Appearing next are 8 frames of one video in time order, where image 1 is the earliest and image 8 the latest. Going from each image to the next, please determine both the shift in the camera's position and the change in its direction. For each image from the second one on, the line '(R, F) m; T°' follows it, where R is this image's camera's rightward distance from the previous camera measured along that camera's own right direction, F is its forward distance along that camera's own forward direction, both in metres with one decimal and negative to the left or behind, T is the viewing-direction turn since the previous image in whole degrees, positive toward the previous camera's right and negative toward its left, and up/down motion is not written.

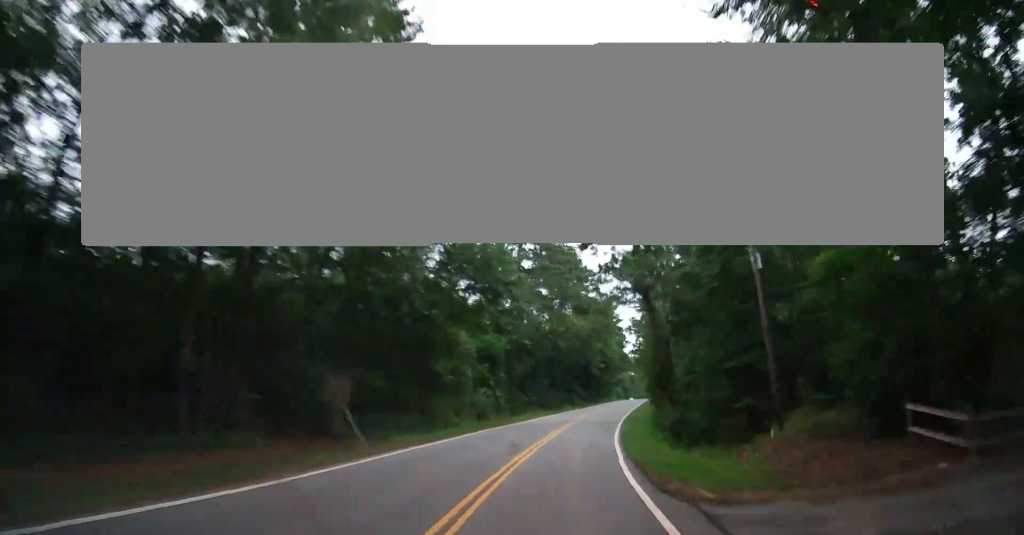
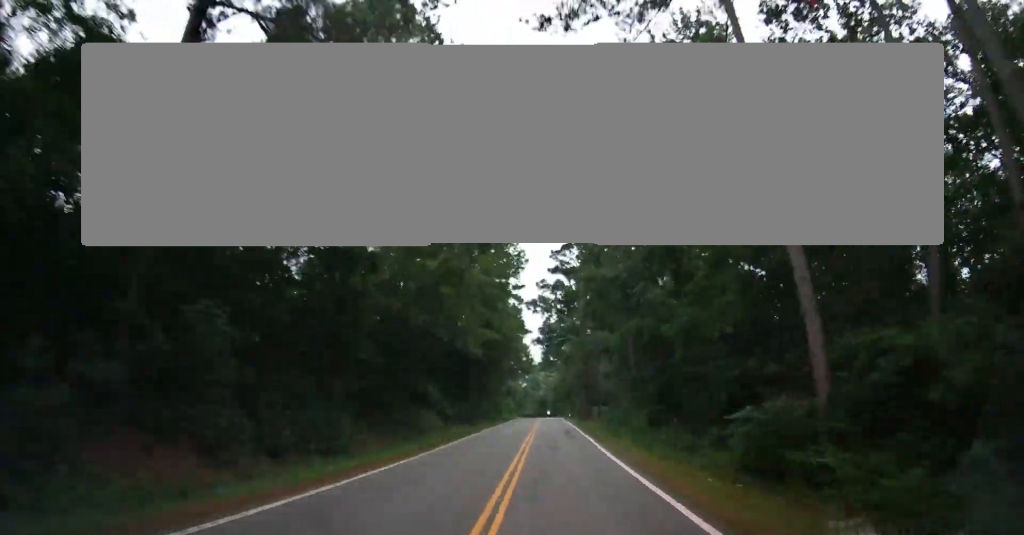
(+5.6, +50.9) m; +9°
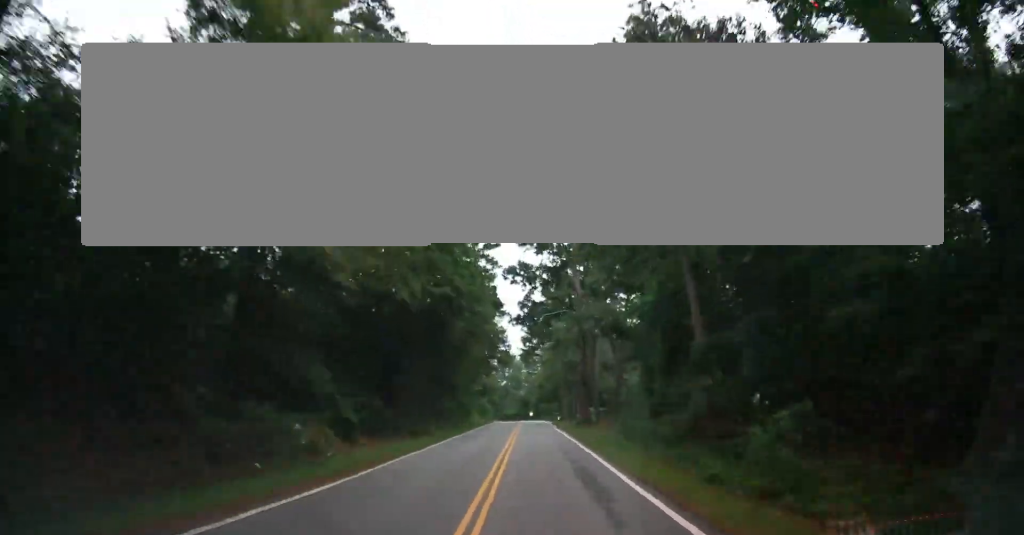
(0.0, +20.1) m; +1°
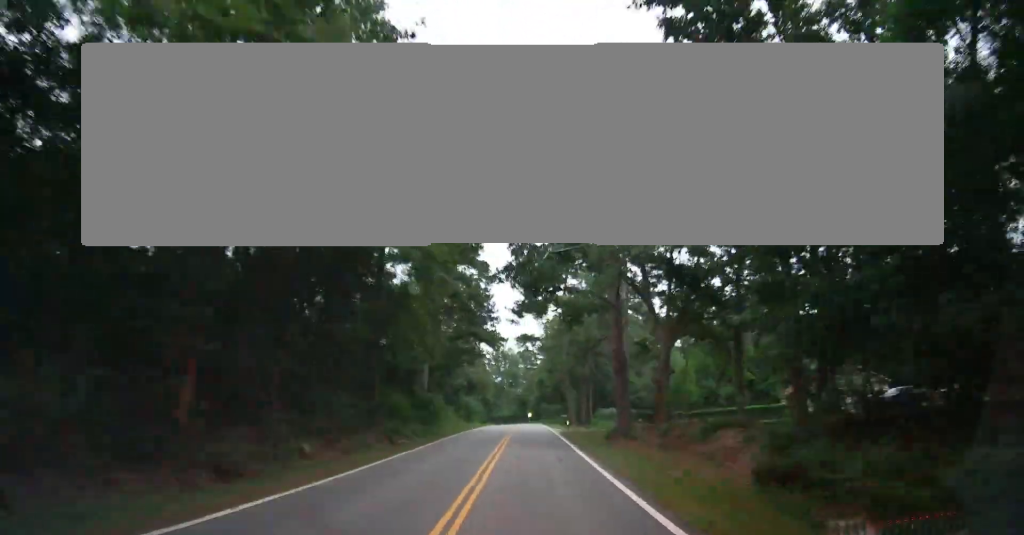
(+0.1, +21.0) m; +3°
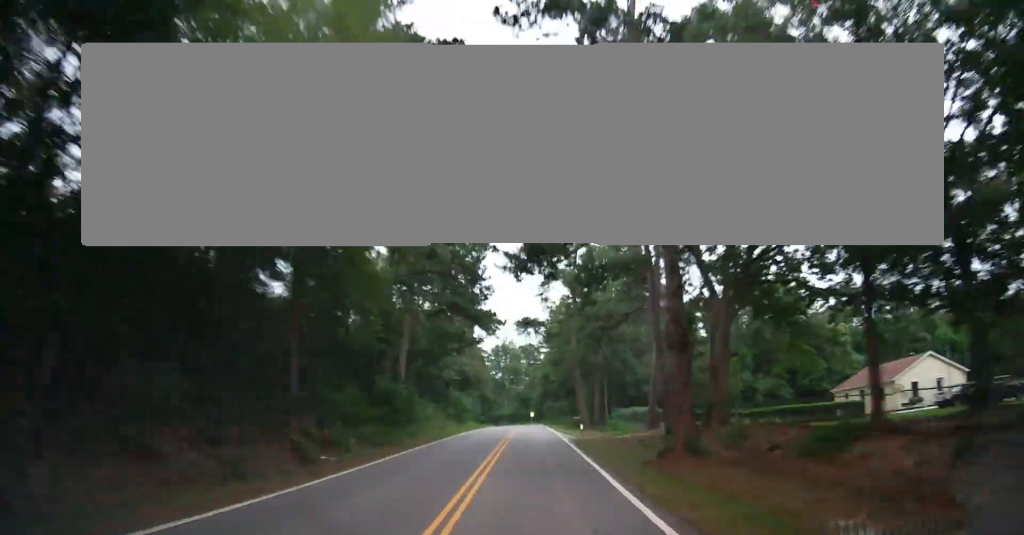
(+0.6, +11.9) m; +2°
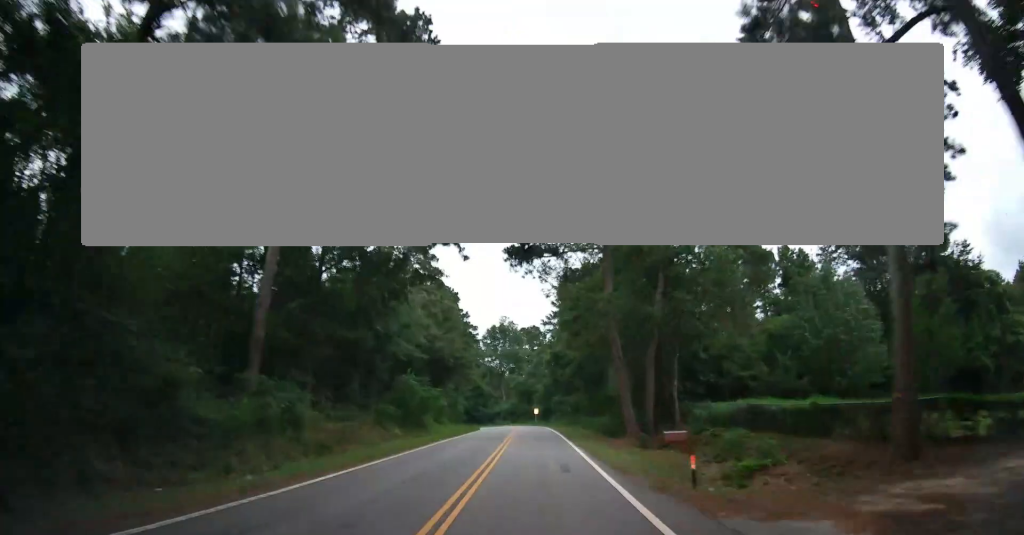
(+0.7, +25.6) m; +1°
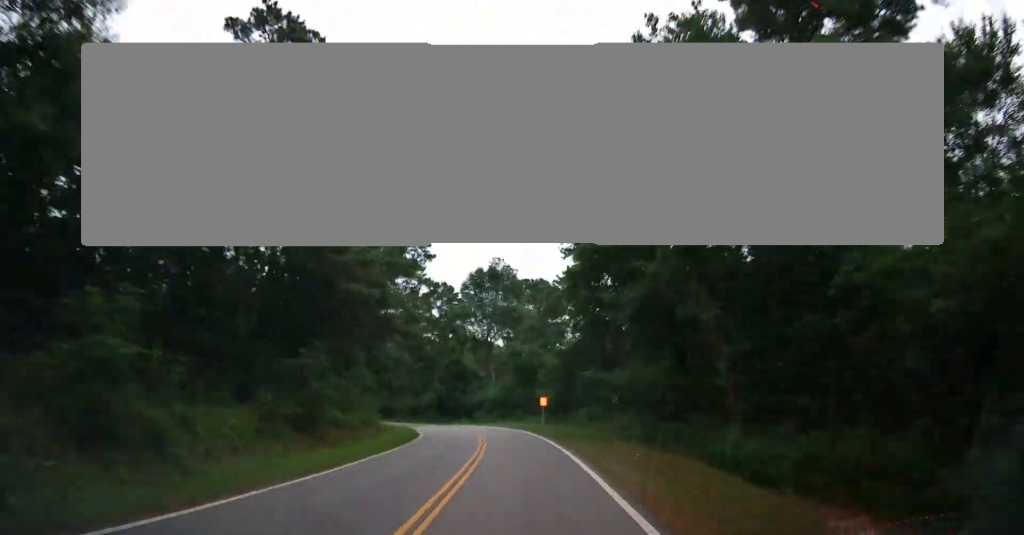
(-0.2, +41.5) m; -1°
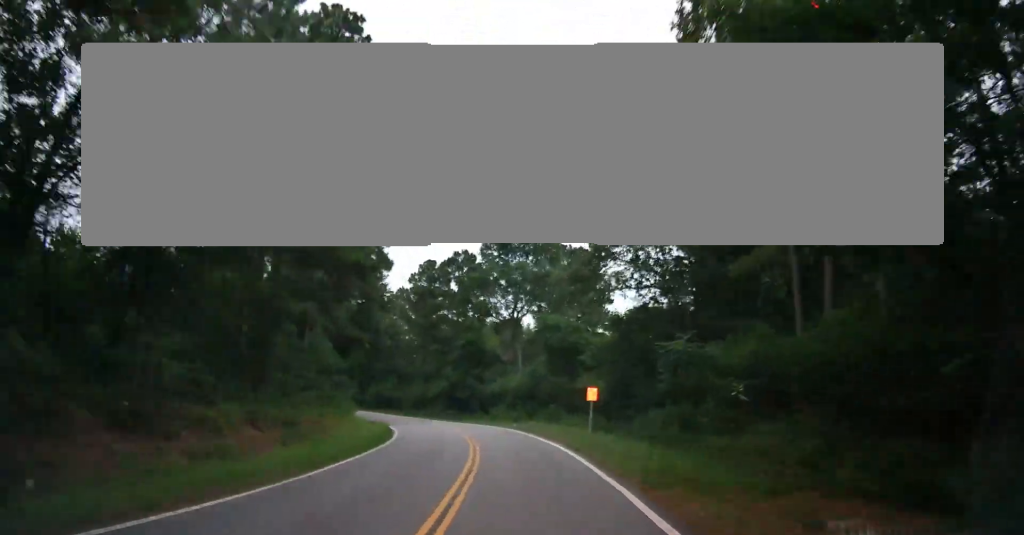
(+0.1, +17.2) m; 0°
